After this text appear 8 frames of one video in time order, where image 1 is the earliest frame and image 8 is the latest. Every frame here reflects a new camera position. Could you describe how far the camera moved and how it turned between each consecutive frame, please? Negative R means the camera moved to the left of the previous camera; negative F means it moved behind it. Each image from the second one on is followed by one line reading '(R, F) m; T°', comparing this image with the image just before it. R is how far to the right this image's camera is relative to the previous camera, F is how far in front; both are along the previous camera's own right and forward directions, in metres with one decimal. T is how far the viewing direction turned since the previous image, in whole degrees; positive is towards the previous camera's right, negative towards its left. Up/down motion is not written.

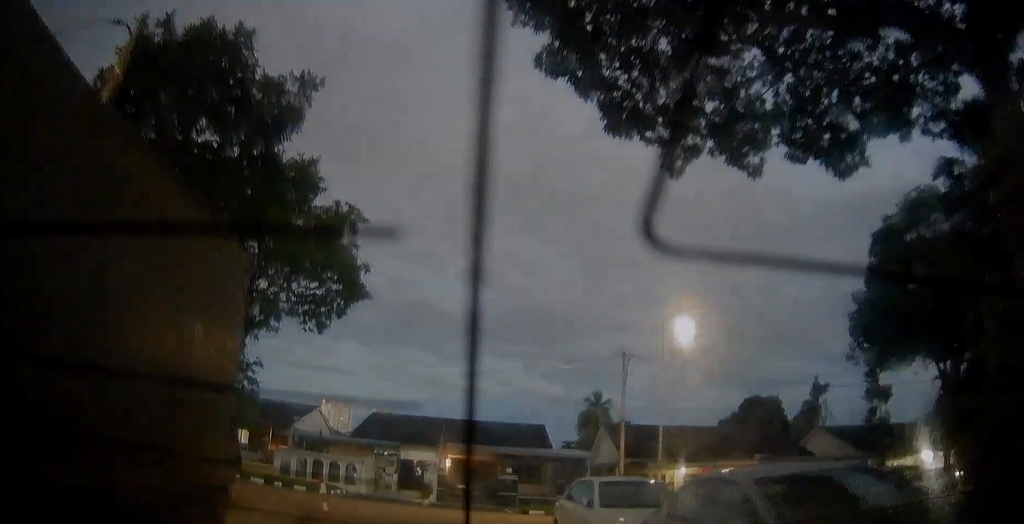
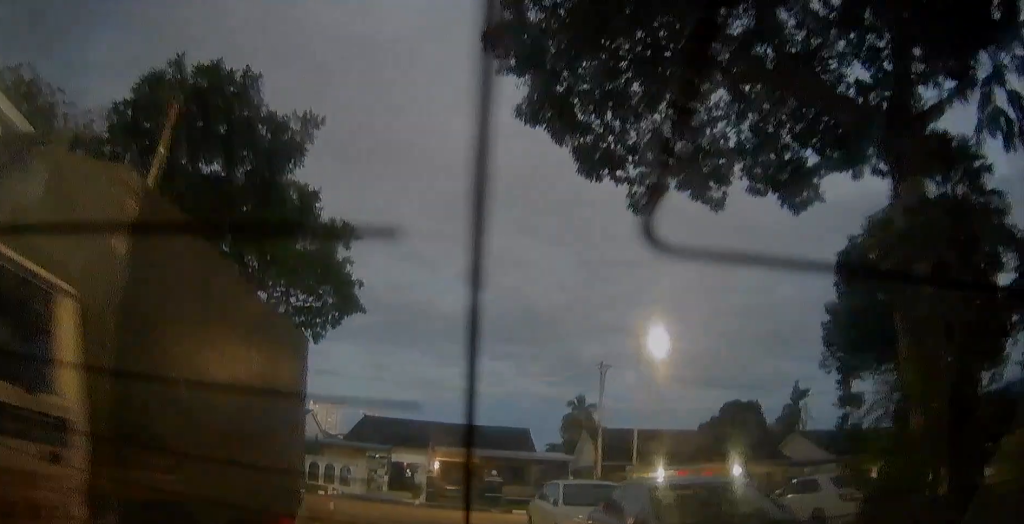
(-0.1, +1.3) m; 0°
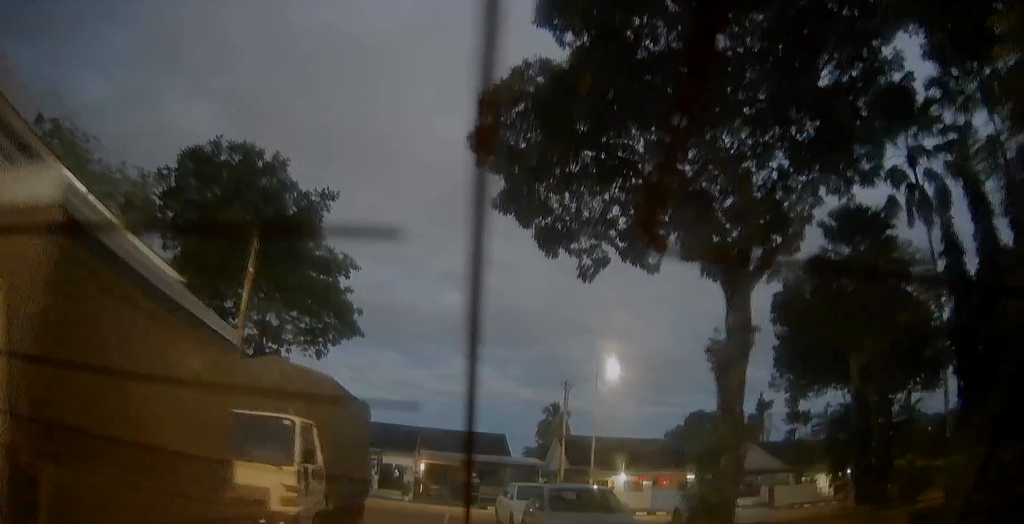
(0.0, +4.7) m; -3°
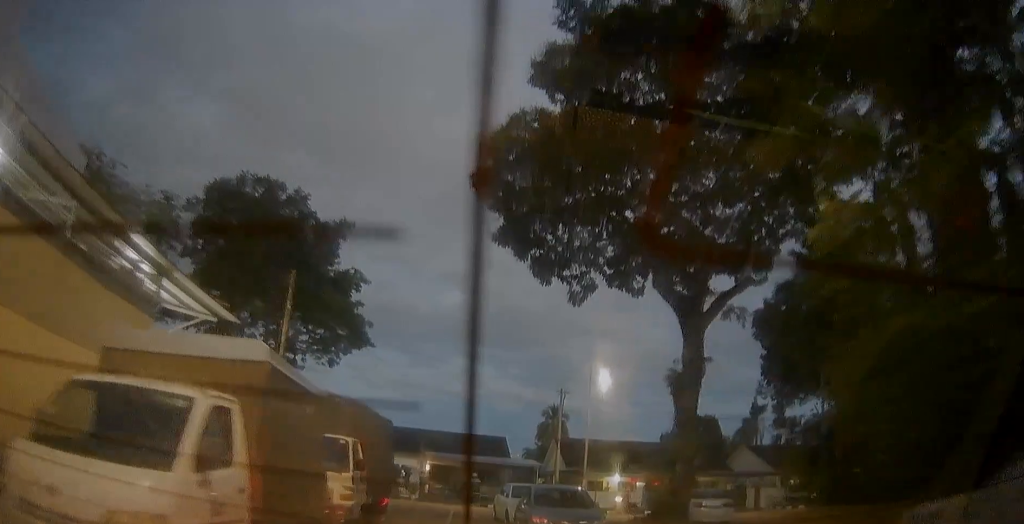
(-0.1, +2.8) m; -4°
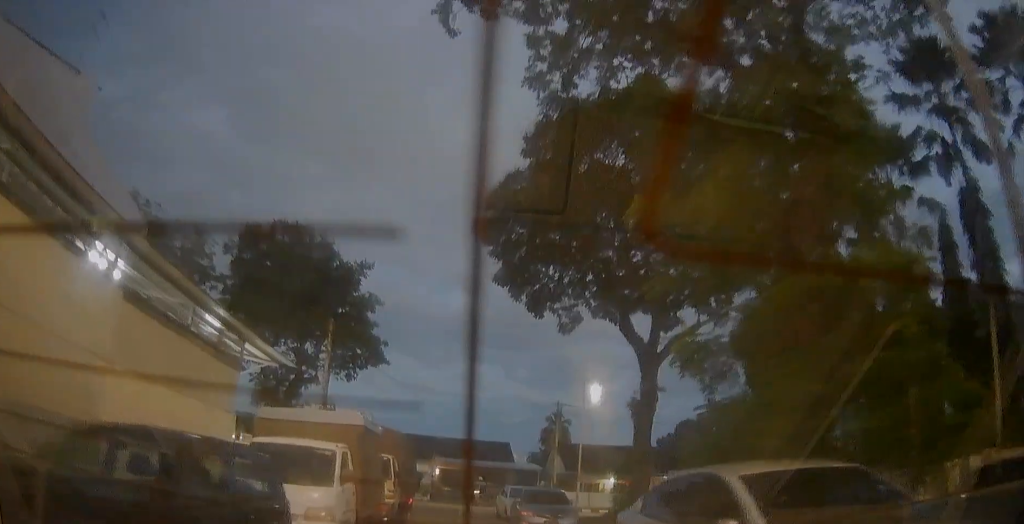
(-0.2, +5.4) m; -2°
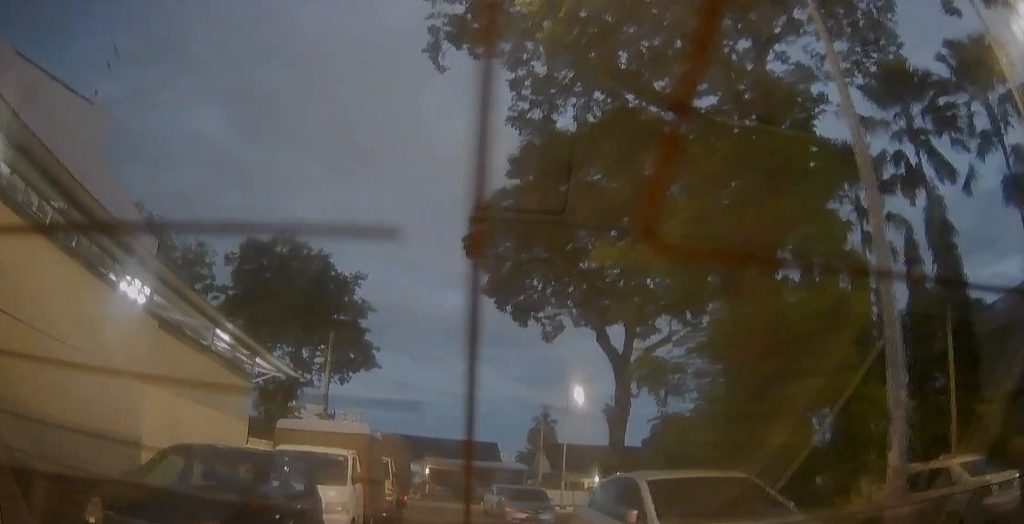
(0.0, +2.8) m; 0°
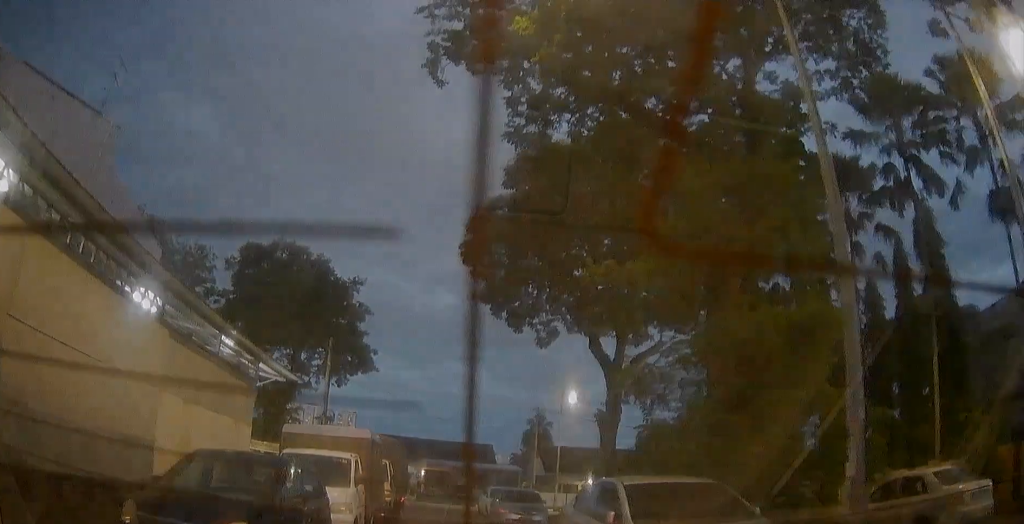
(0.0, +1.4) m; 0°
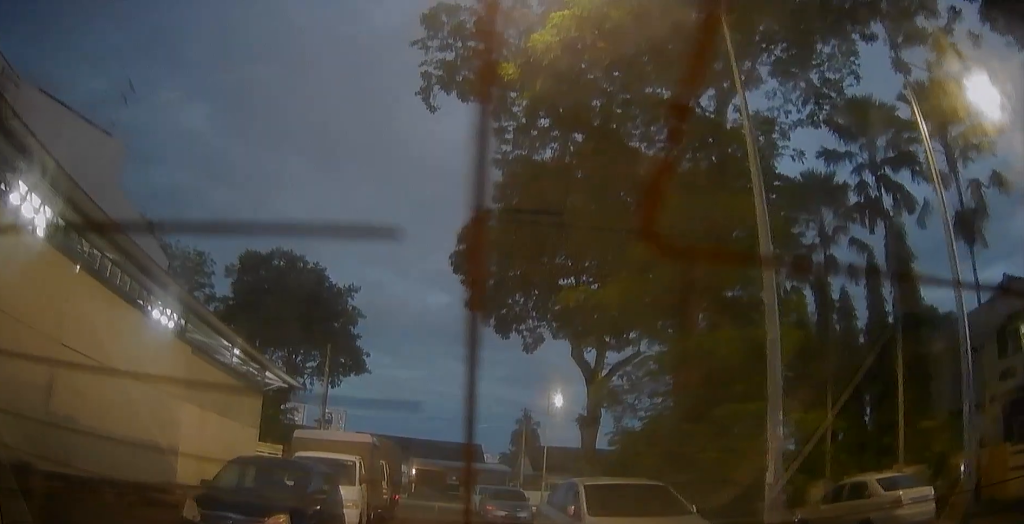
(0.0, +2.4) m; 0°
